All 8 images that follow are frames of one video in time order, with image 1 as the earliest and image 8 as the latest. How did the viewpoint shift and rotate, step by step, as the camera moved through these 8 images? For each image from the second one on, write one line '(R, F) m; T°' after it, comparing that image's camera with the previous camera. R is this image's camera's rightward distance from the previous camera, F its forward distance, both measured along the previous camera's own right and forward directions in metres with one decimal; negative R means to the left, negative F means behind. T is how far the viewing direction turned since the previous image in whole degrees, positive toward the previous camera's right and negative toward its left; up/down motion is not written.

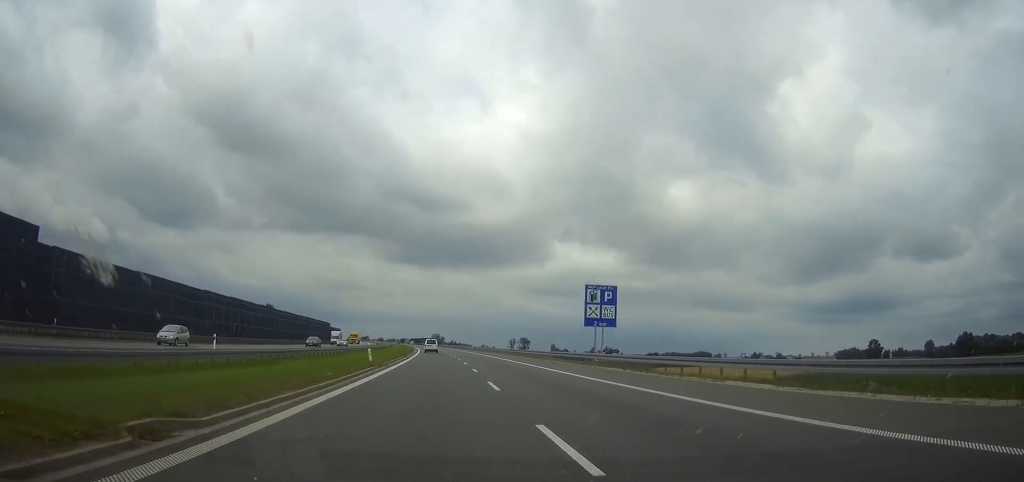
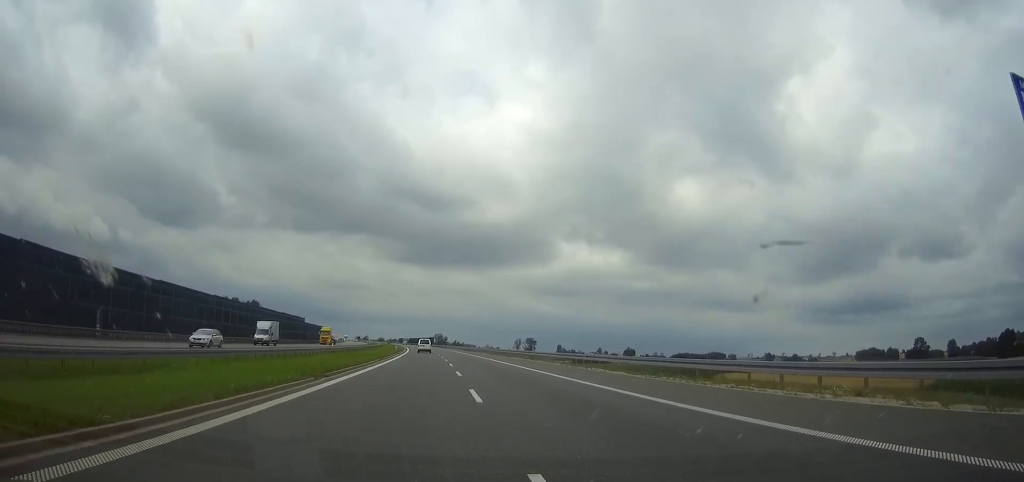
(0.0, +40.0) m; 0°
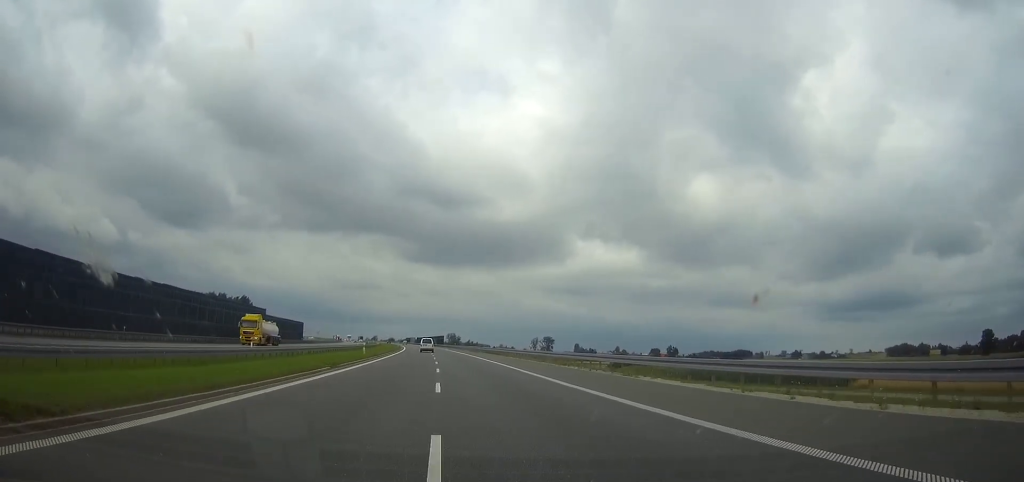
(0.0, +45.5) m; -3°
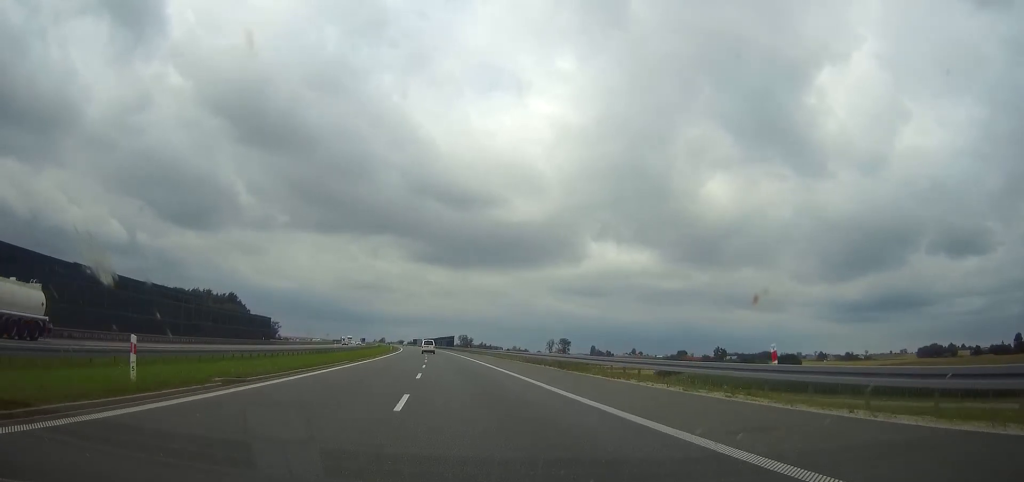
(-1.8, +41.0) m; -3°
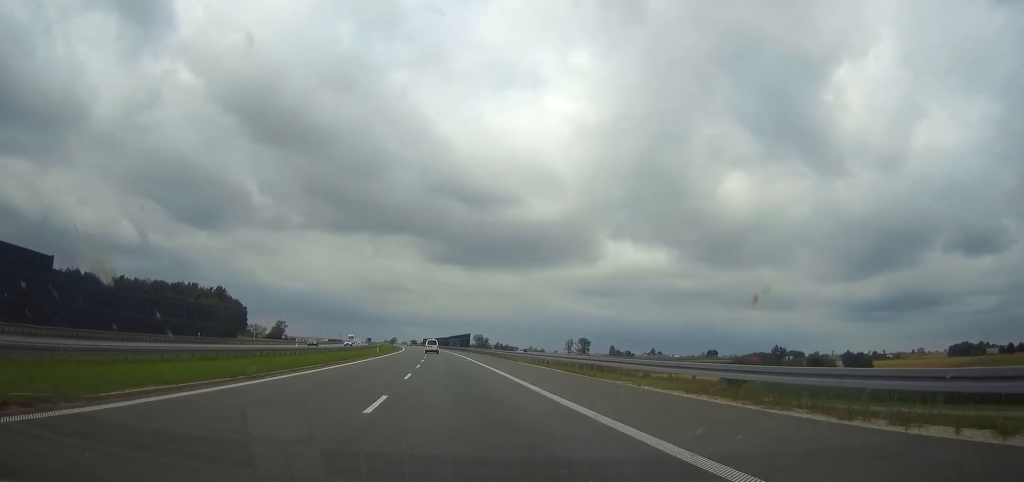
(-0.6, +36.6) m; -1°
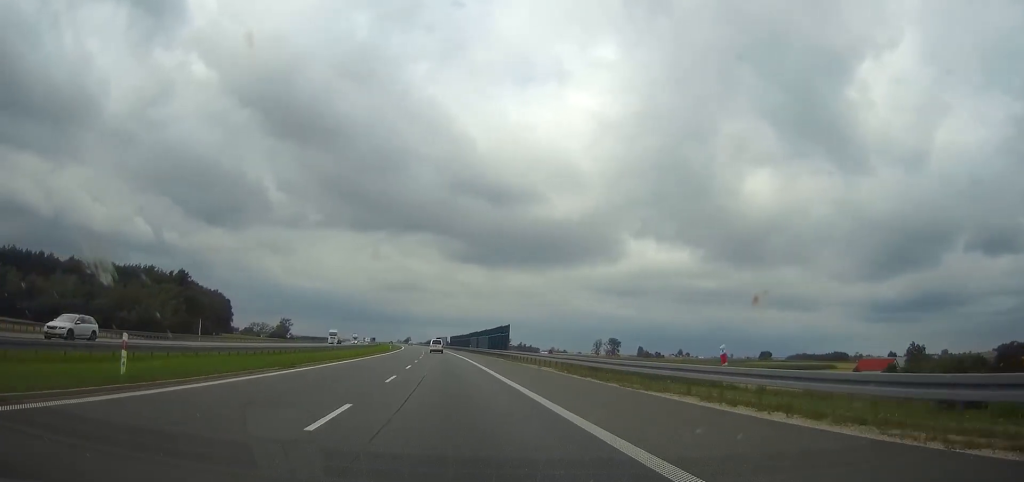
(0.0, +63.2) m; 0°
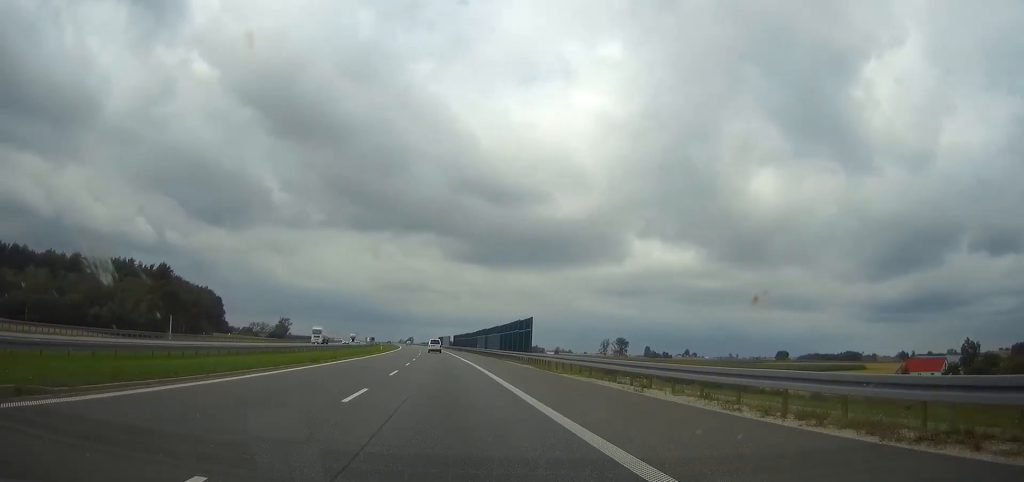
(0.0, +19.6) m; 0°
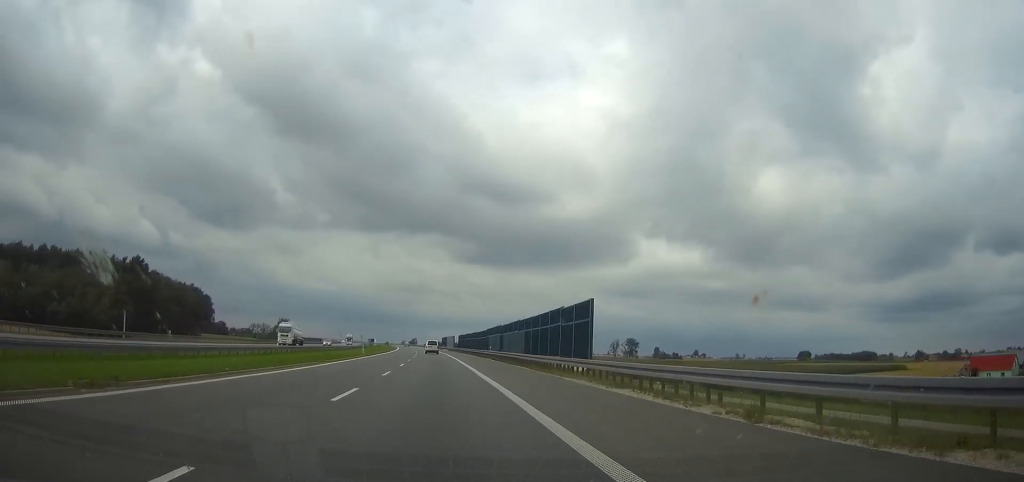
(0.0, +23.8) m; 0°
